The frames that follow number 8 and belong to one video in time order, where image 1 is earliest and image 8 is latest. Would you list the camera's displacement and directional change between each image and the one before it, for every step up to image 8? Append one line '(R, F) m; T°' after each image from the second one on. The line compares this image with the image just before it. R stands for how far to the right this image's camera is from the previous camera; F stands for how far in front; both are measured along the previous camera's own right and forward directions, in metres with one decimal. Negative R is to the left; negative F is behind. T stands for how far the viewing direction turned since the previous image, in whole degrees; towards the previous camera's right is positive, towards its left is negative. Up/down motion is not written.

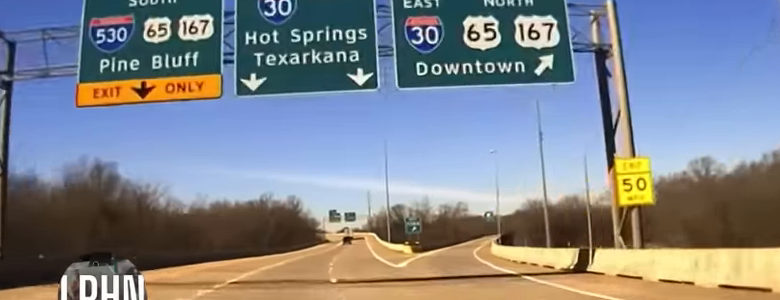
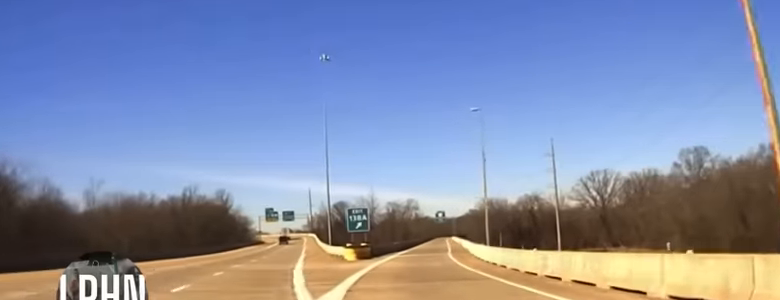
(+1.2, +27.3) m; +4°
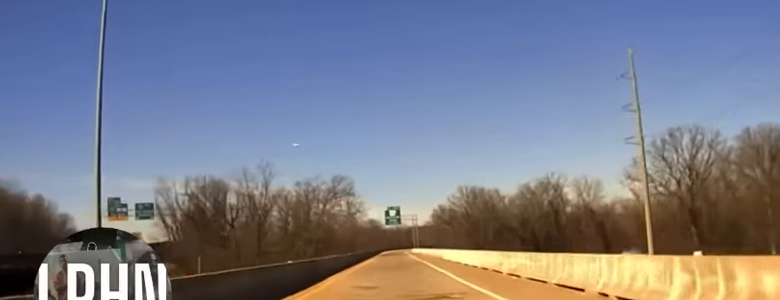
(+9.0, +105.1) m; +6°
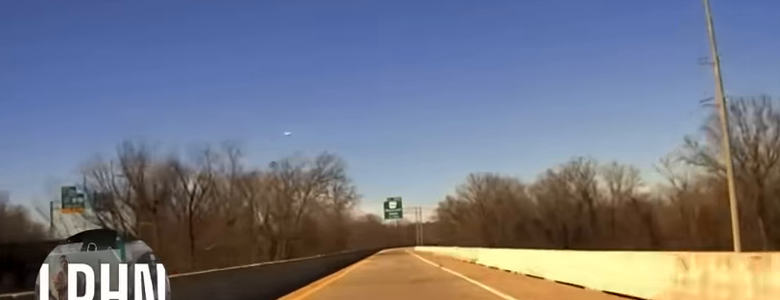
(-0.1, +23.4) m; 0°
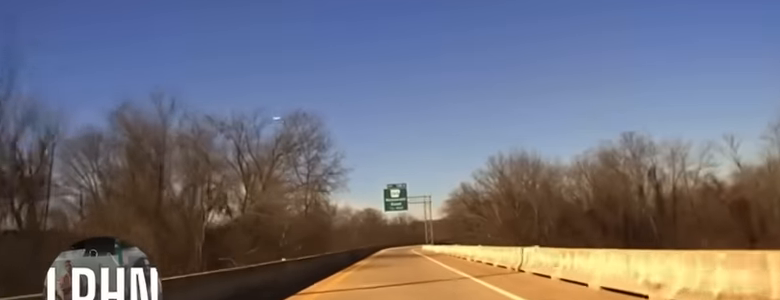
(-0.1, +28.8) m; 0°
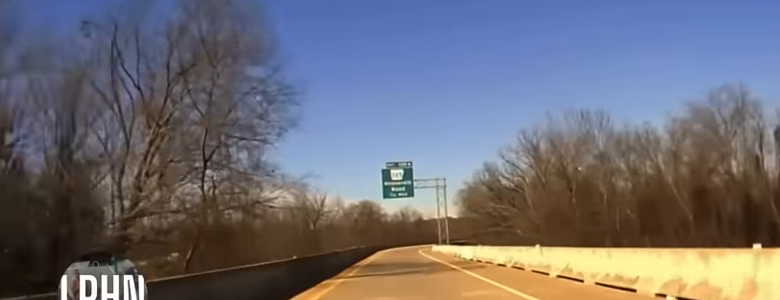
(-0.1, +30.5) m; 0°
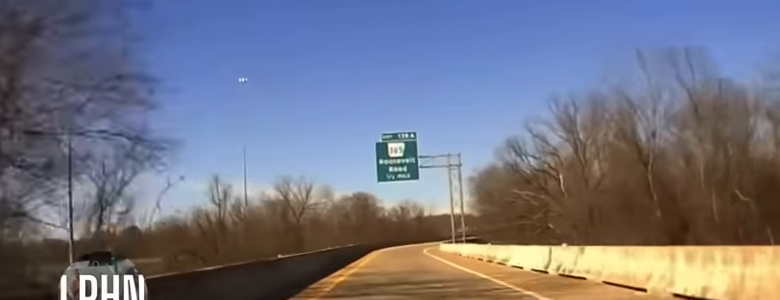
(0.0, +19.0) m; 0°
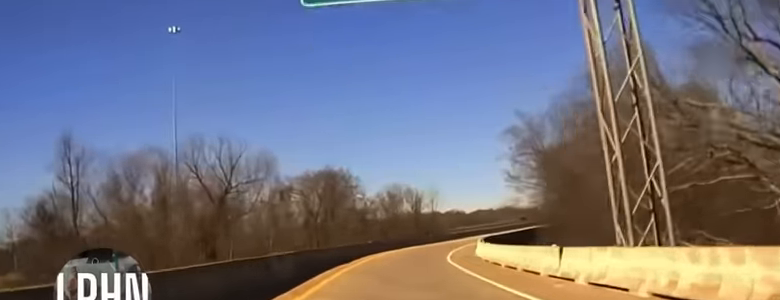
(+0.5, +48.9) m; +2°
